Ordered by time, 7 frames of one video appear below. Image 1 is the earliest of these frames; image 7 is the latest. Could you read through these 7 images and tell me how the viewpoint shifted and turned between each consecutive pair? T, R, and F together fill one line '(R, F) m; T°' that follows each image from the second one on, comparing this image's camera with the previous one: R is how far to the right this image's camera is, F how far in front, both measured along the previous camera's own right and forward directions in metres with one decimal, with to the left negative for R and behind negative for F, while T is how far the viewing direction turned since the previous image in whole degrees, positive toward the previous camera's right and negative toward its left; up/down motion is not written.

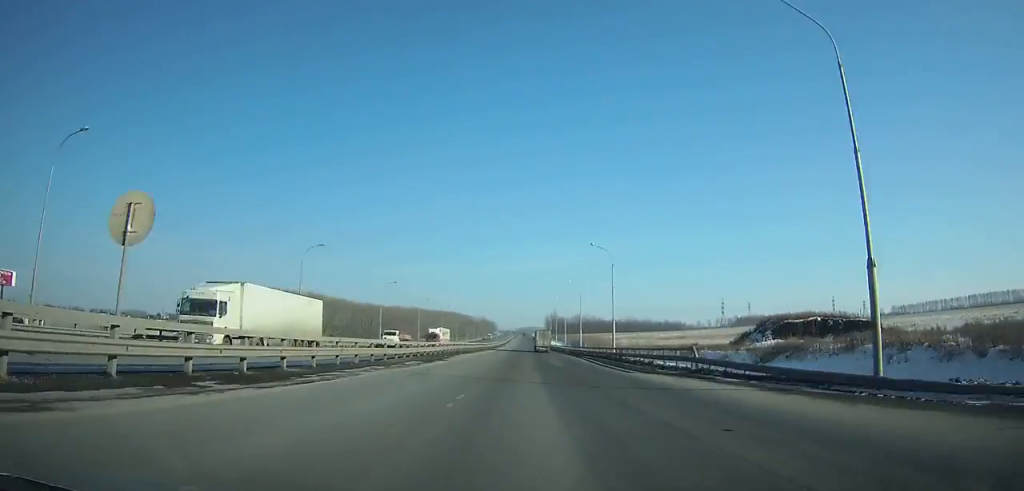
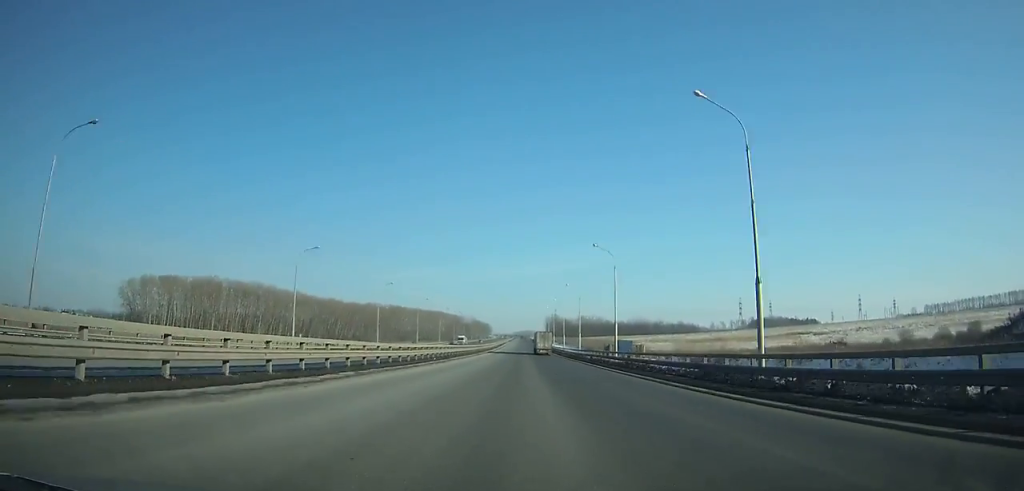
(+0.3, +81.5) m; 0°
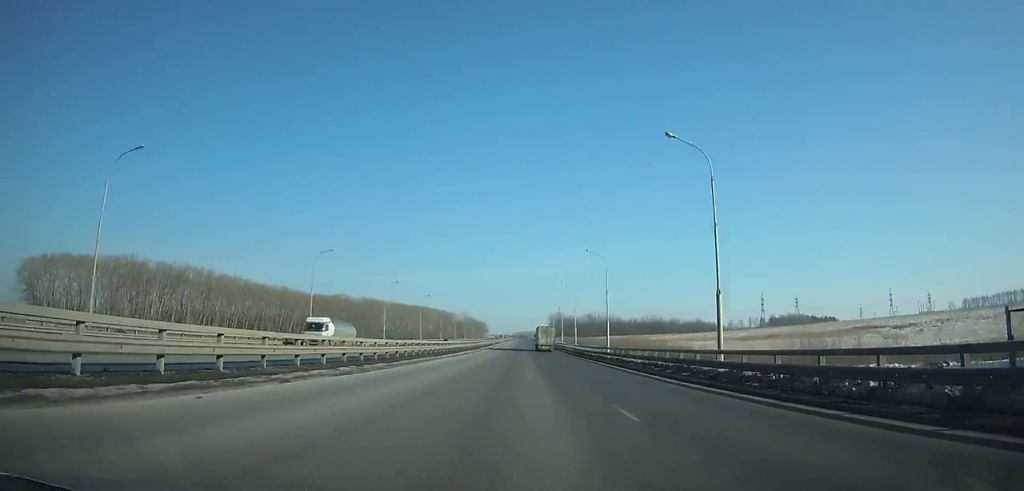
(-0.1, +74.7) m; 0°
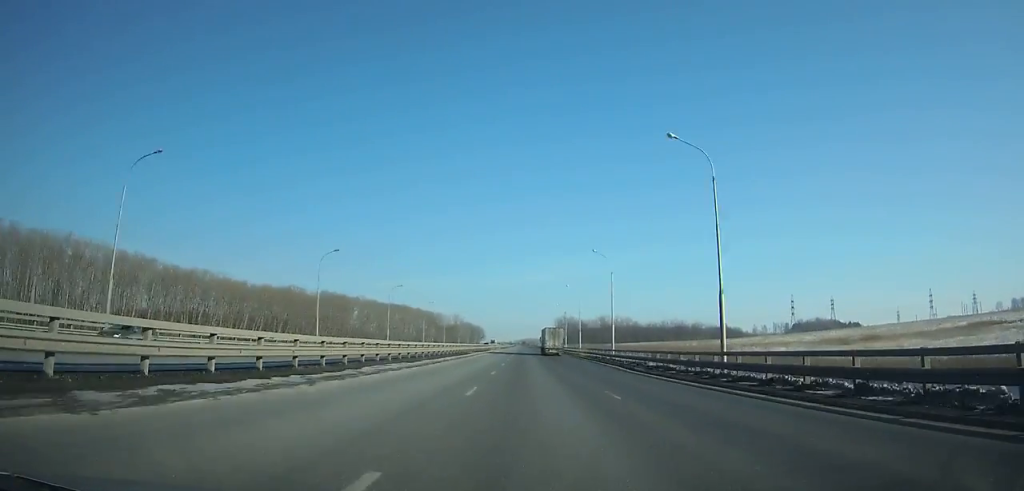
(-0.1, +78.3) m; 0°
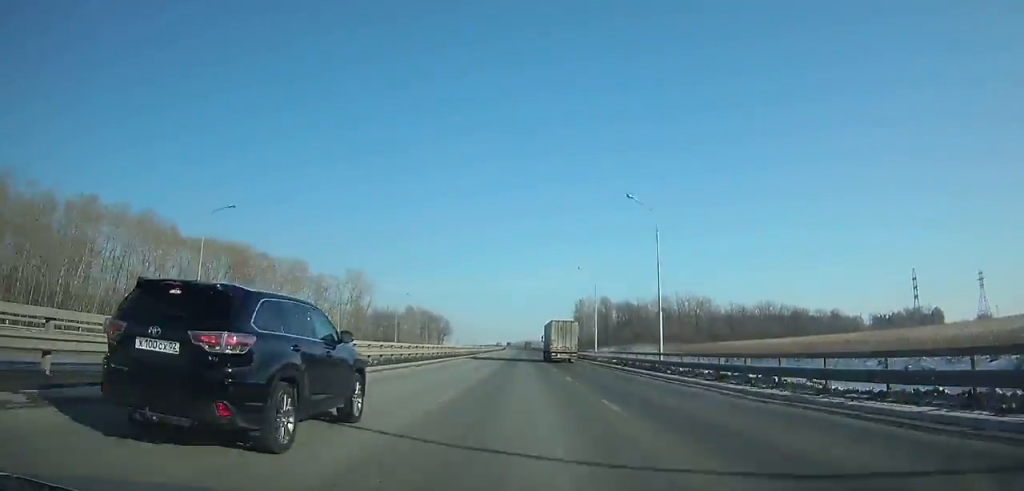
(-0.1, +226.7) m; 0°
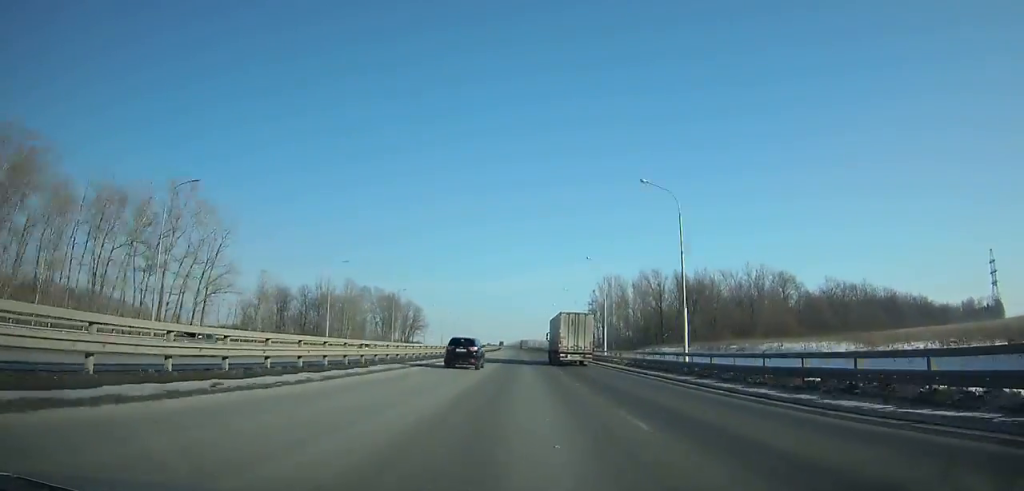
(+0.1, +85.8) m; 0°
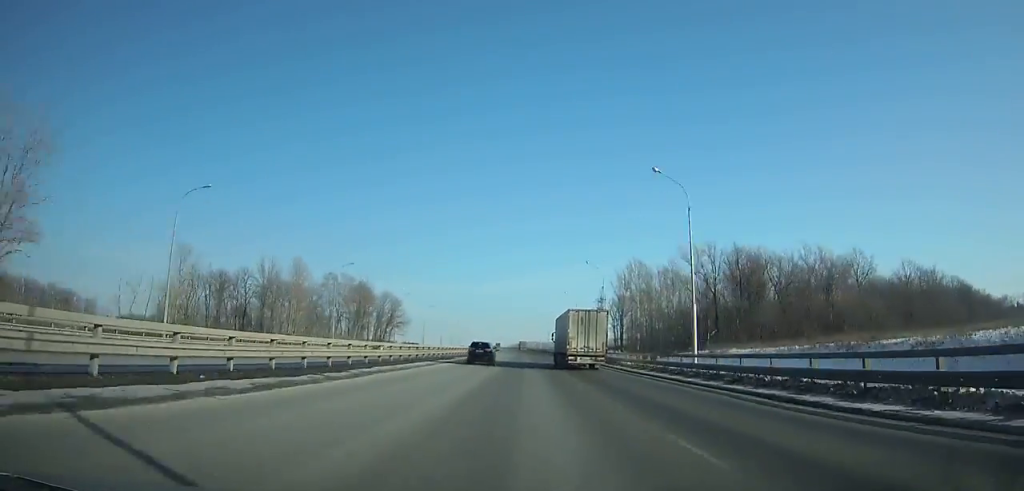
(-0.1, +38.9) m; 0°
